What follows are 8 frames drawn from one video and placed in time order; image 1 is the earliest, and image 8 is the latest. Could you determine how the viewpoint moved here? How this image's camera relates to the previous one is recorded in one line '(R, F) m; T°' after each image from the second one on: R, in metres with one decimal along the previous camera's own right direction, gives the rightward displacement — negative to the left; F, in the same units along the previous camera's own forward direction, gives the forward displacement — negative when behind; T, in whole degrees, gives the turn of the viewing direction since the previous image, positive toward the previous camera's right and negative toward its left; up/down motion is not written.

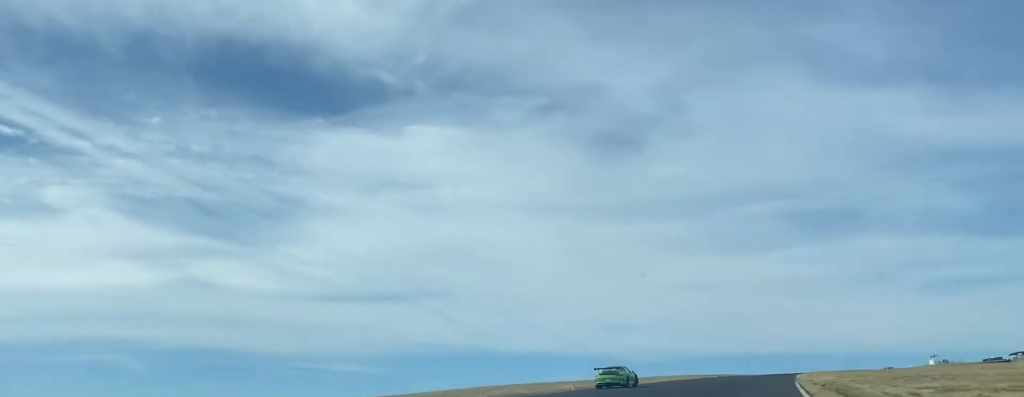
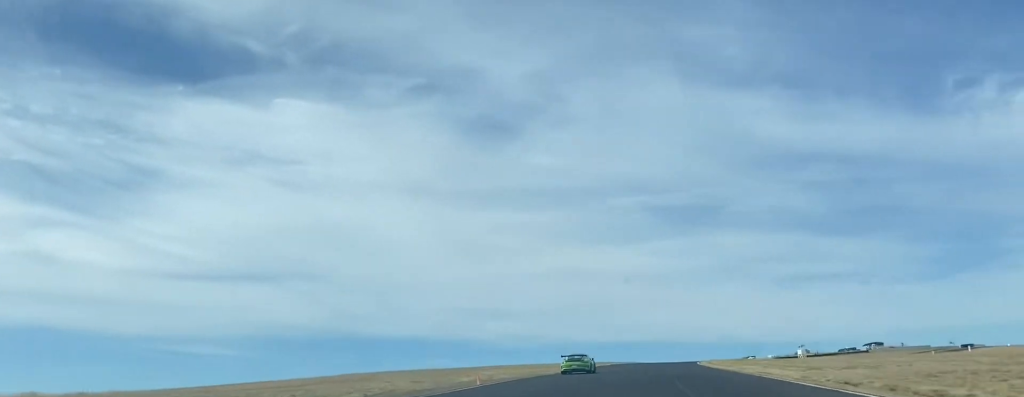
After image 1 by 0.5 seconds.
(+1.5, +13.8) m; +10°
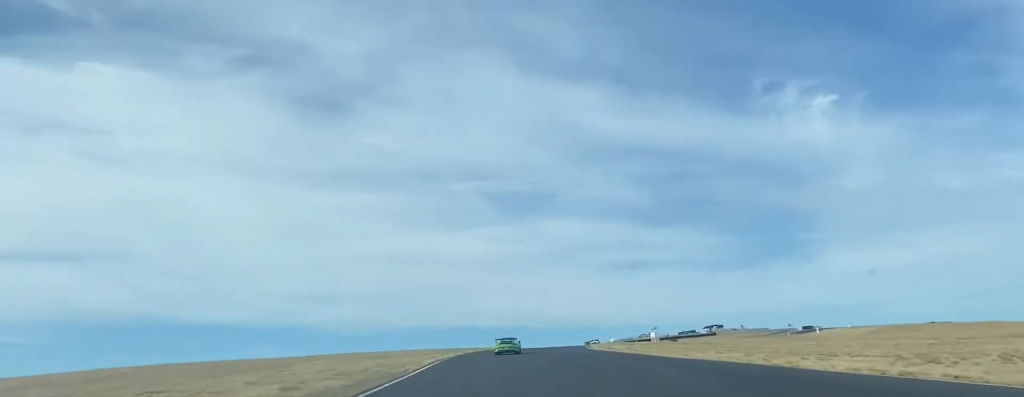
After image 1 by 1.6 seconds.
(+4.6, +27.9) m; +12°
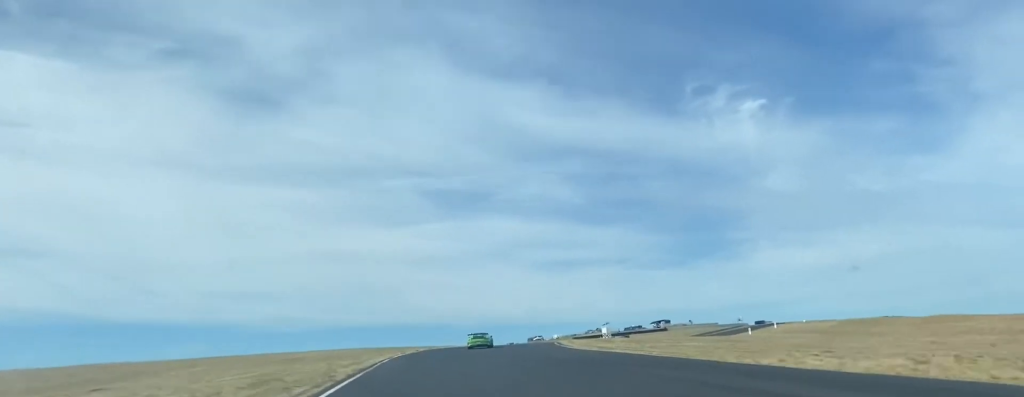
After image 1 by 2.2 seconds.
(+0.7, +19.8) m; +2°
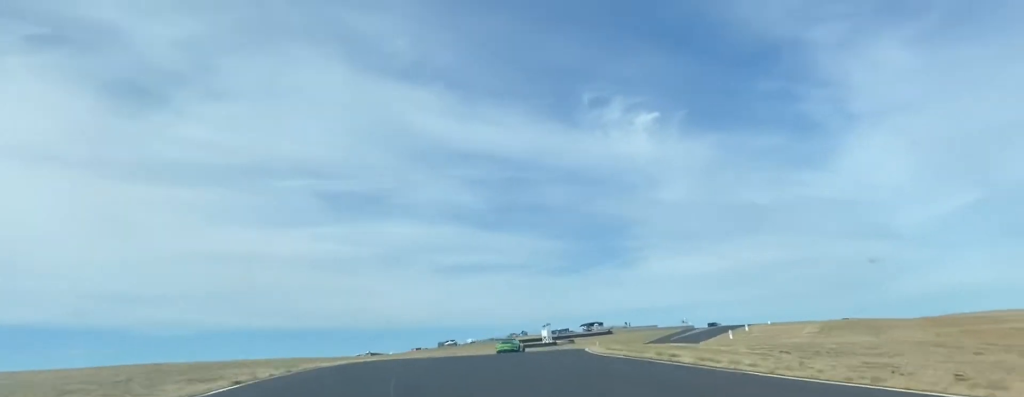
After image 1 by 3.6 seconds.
(-0.7, +47.6) m; +2°
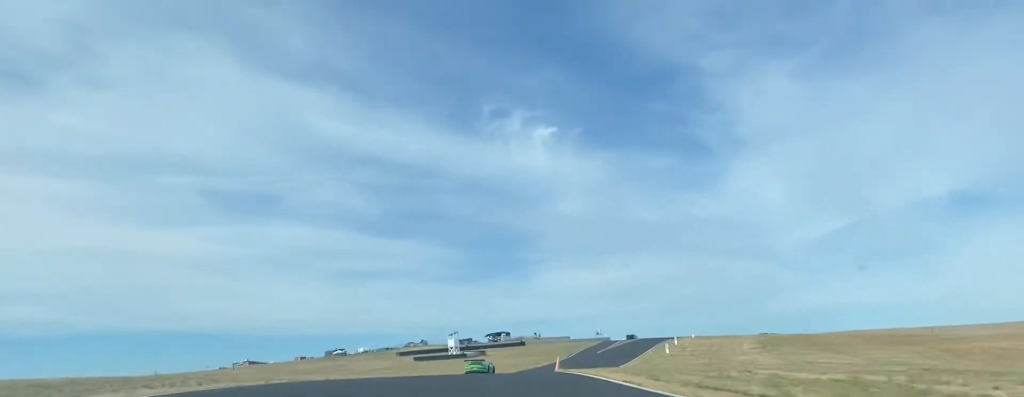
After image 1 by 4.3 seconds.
(+1.0, +24.9) m; +7°
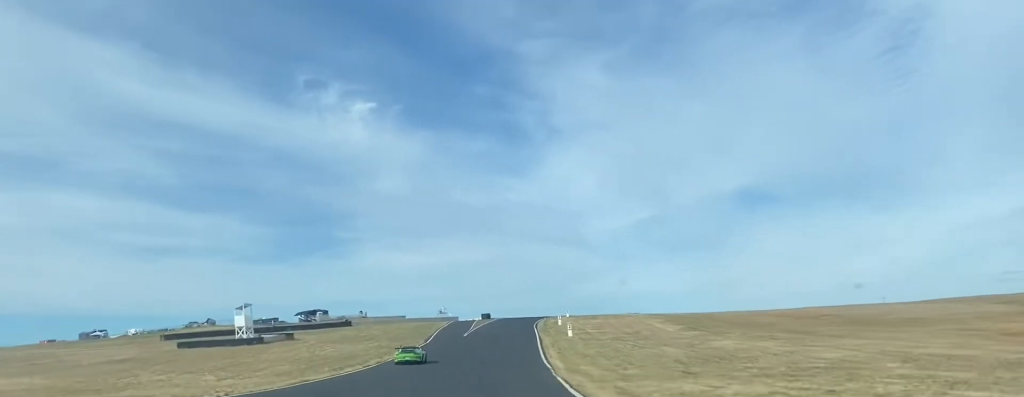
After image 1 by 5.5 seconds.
(+5.7, +44.8) m; +13°
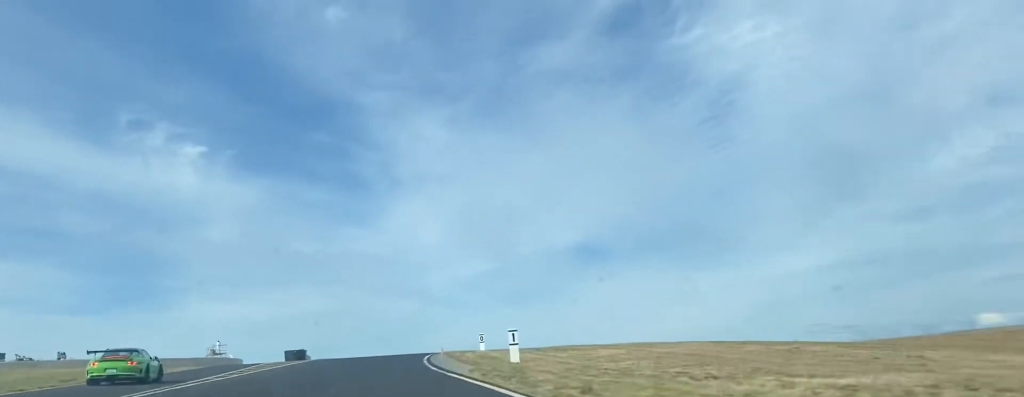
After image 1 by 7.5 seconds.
(+11.1, +83.7) m; +11°
